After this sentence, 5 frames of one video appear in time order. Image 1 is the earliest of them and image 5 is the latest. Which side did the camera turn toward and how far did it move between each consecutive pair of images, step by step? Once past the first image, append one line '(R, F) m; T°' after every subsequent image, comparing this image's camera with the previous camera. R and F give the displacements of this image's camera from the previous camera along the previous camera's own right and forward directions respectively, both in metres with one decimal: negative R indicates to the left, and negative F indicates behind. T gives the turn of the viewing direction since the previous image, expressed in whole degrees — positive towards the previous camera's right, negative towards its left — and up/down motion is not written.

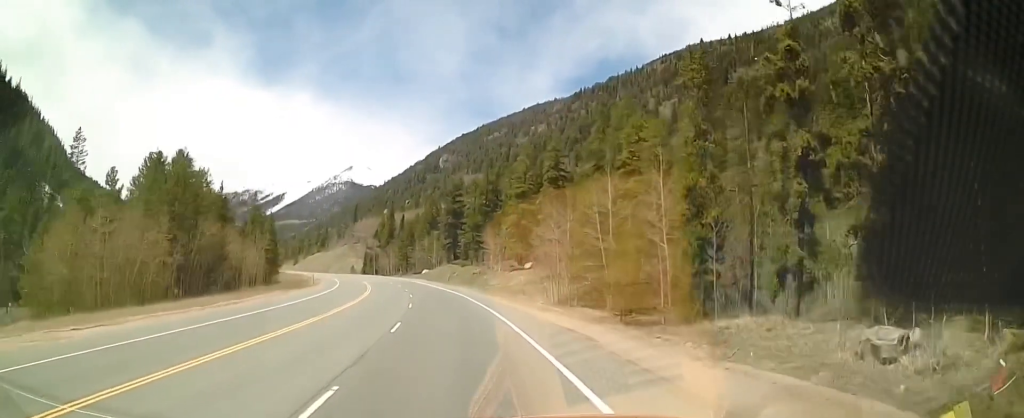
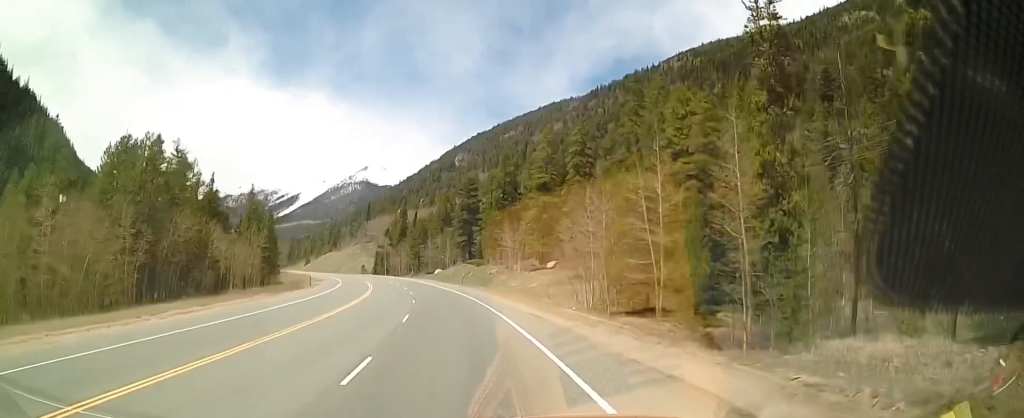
(+0.1, +8.3) m; -1°
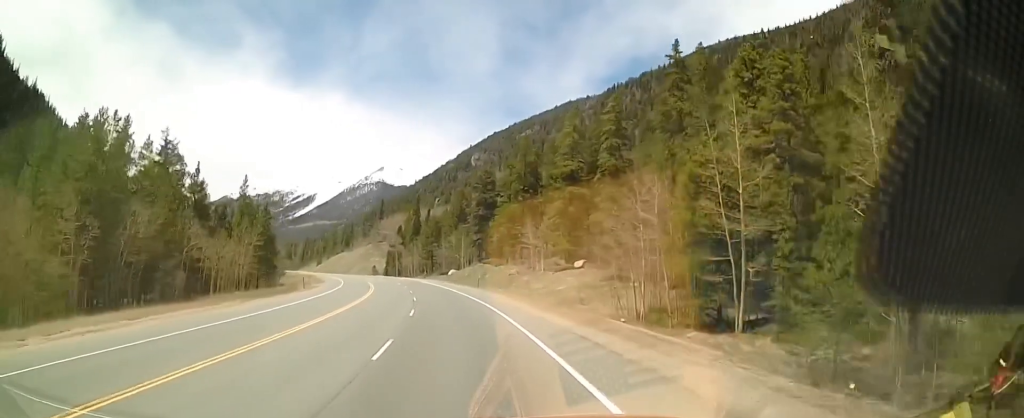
(-0.1, +8.8) m; -2°
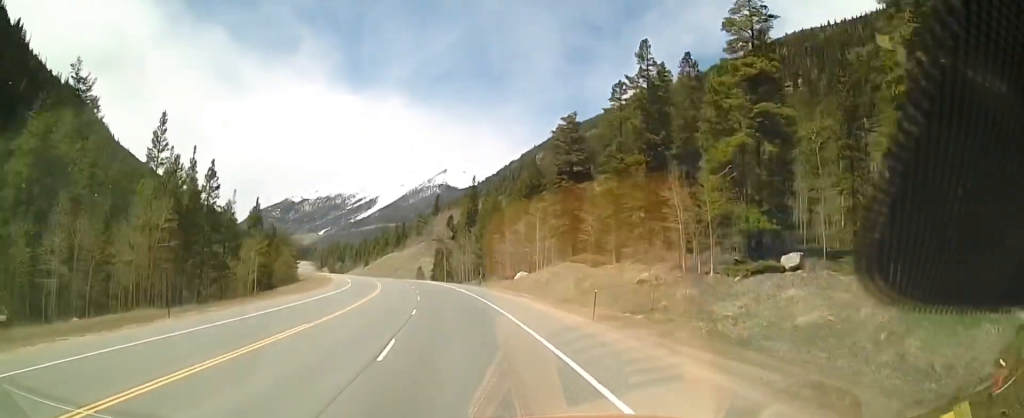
(-2.5, +35.7) m; -8°
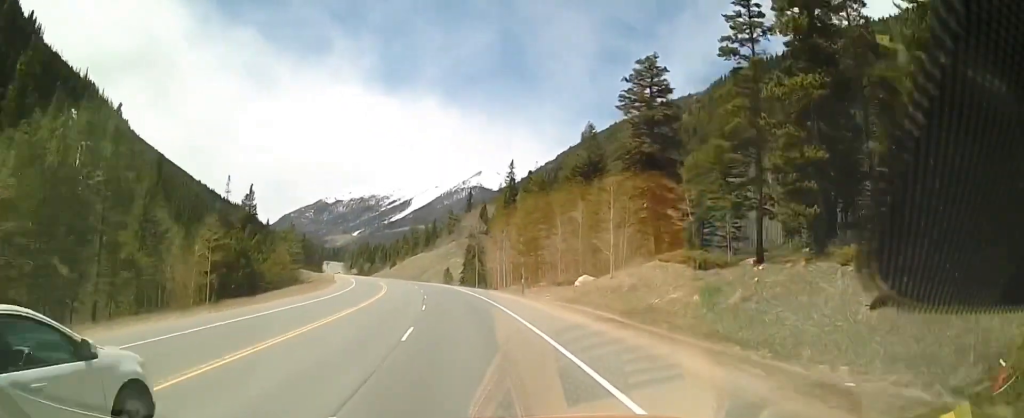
(-0.3, +20.5) m; -2°
